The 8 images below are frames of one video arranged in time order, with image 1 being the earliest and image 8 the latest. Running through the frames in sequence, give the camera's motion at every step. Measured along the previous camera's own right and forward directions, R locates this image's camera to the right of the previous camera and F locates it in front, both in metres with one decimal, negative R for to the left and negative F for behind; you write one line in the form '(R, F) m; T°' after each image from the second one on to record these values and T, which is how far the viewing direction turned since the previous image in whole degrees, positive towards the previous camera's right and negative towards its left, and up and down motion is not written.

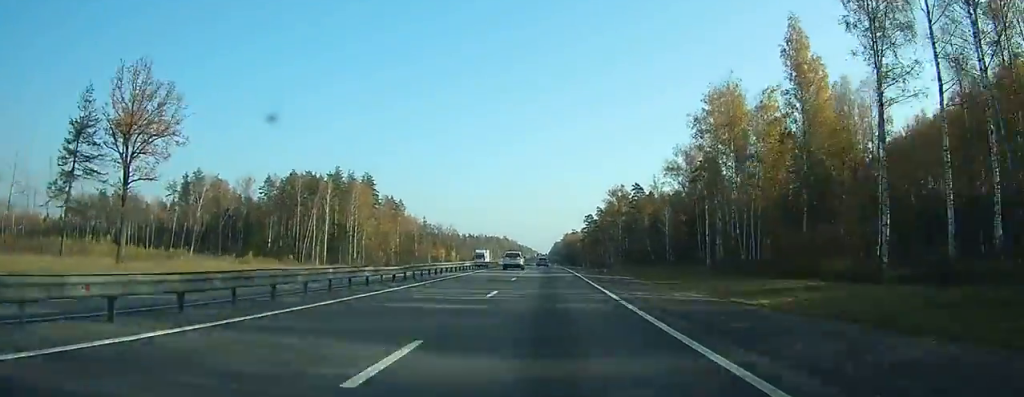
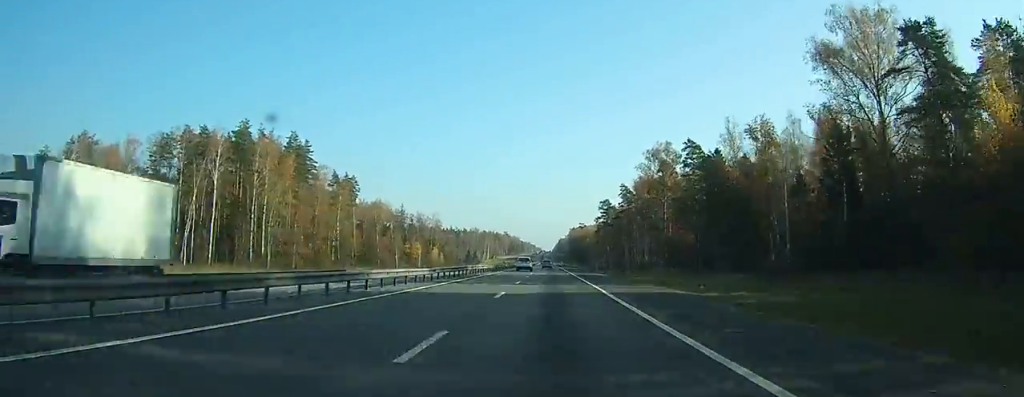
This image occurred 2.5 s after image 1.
(-0.8, +64.2) m; -1°
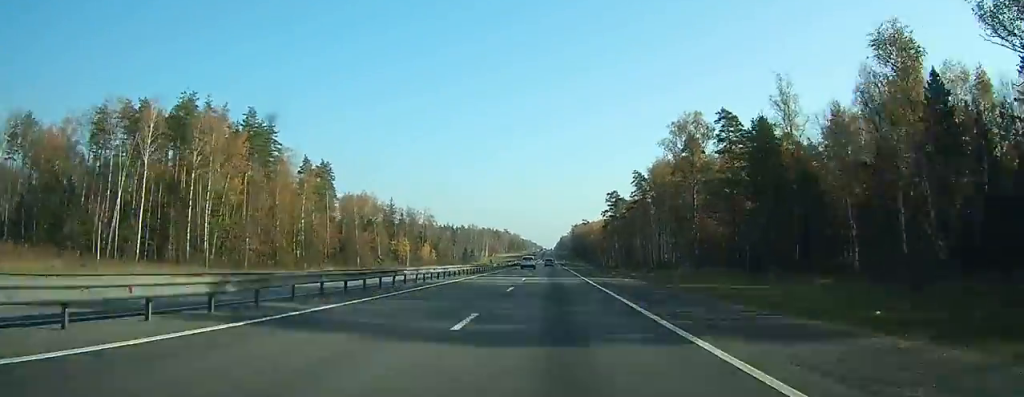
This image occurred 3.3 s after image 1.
(-0.2, +23.1) m; 0°
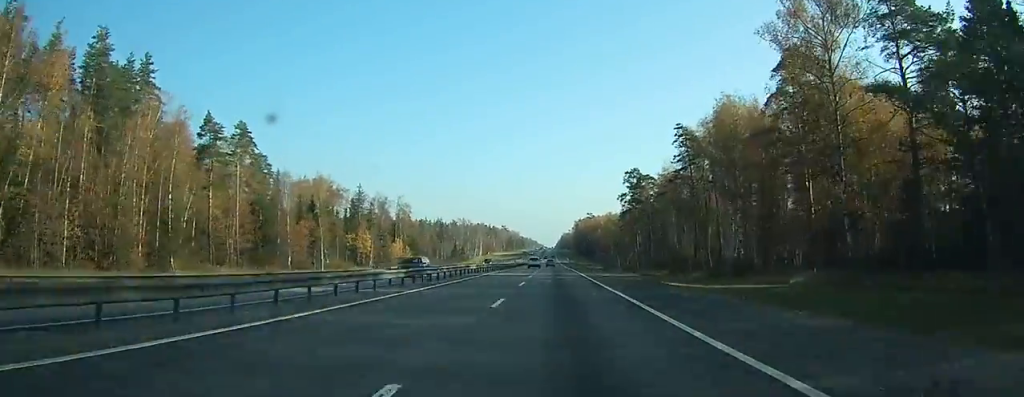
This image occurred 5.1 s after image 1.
(+0.2, +47.1) m; +1°
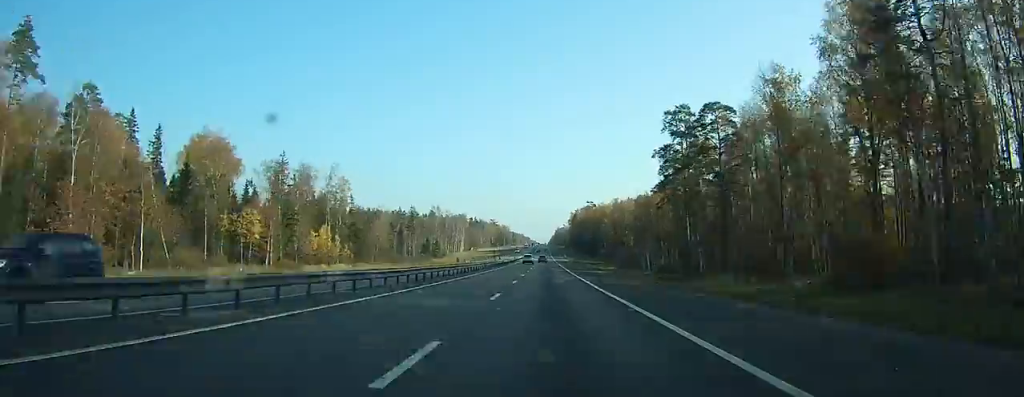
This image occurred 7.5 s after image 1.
(+0.6, +62.7) m; +1°
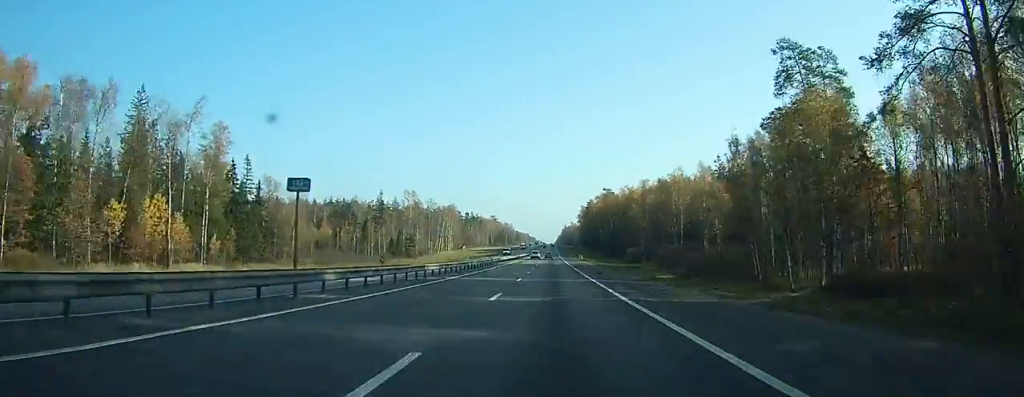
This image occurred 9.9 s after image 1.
(+0.1, +65.0) m; 0°
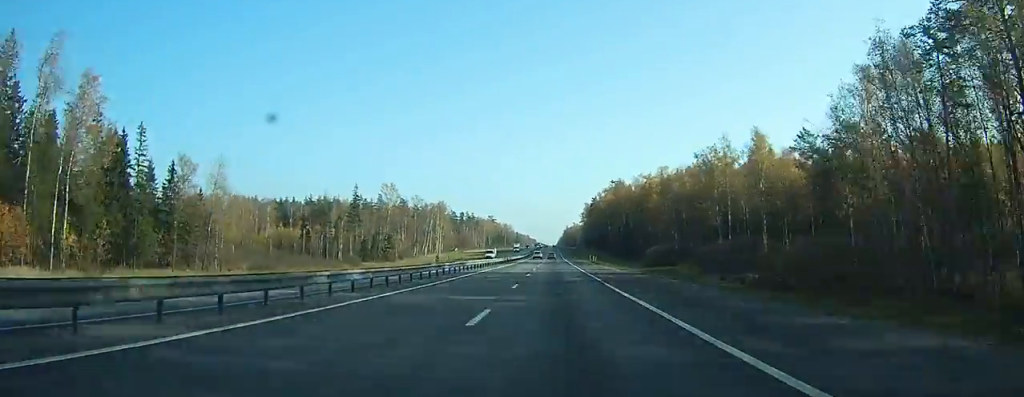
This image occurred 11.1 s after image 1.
(0.0, +29.6) m; 0°
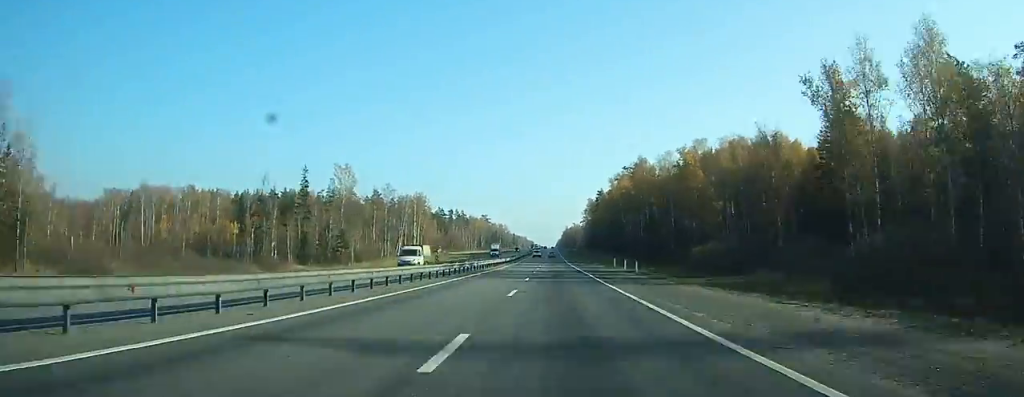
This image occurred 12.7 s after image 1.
(-0.1, +37.7) m; 0°
